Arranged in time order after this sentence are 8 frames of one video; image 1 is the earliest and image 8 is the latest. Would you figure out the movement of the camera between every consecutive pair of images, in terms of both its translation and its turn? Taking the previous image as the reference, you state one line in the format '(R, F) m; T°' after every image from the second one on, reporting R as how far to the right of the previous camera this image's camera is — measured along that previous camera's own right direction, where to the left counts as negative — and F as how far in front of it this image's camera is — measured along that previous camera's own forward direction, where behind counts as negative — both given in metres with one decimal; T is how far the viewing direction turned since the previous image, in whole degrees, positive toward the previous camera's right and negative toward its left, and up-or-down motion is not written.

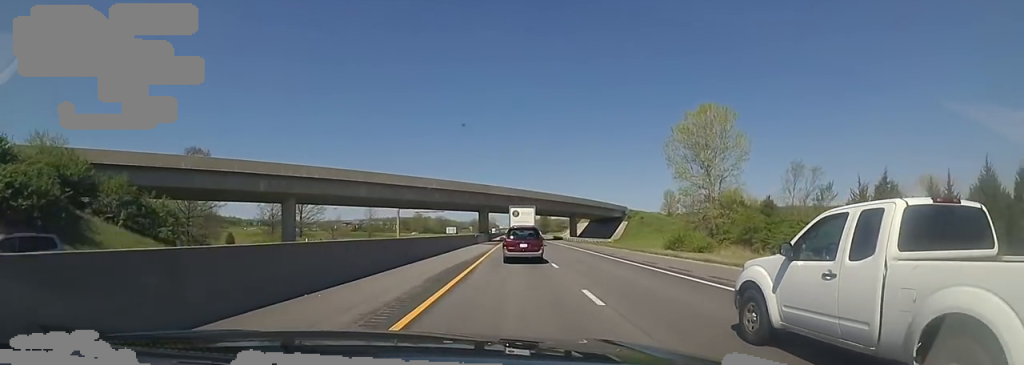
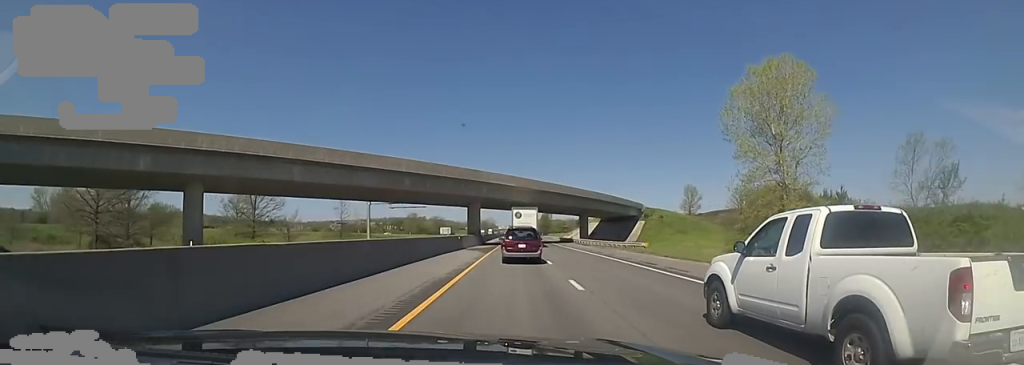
(0.0, +17.1) m; 0°
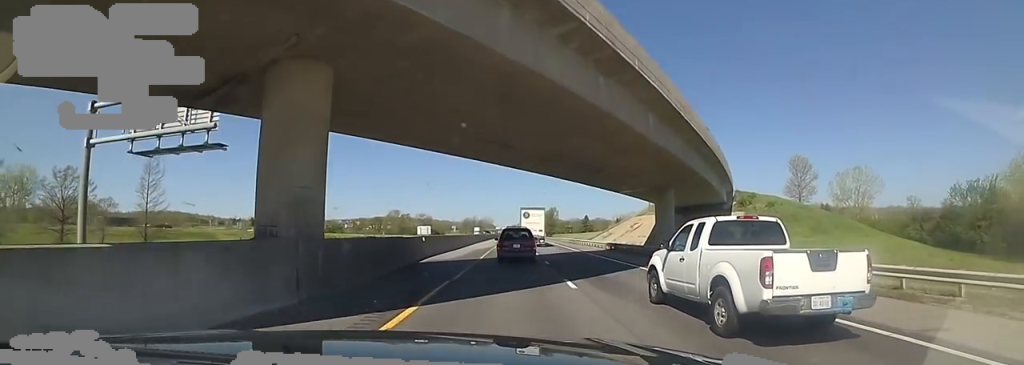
(0.0, +48.6) m; 0°
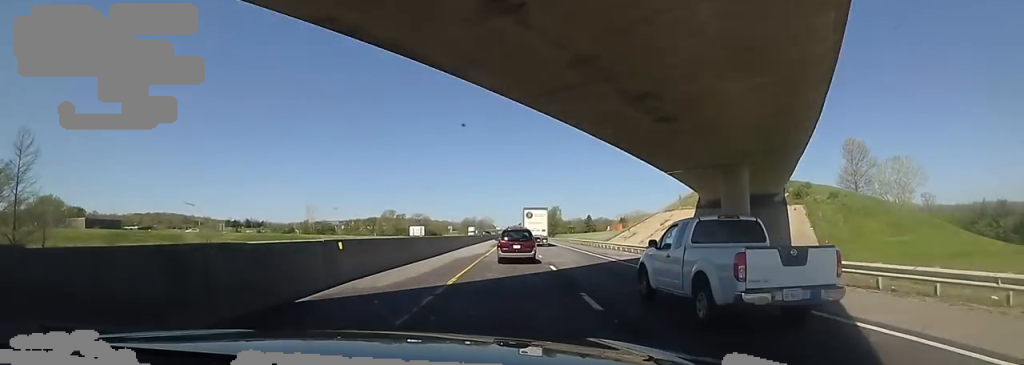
(+0.1, +13.2) m; -1°
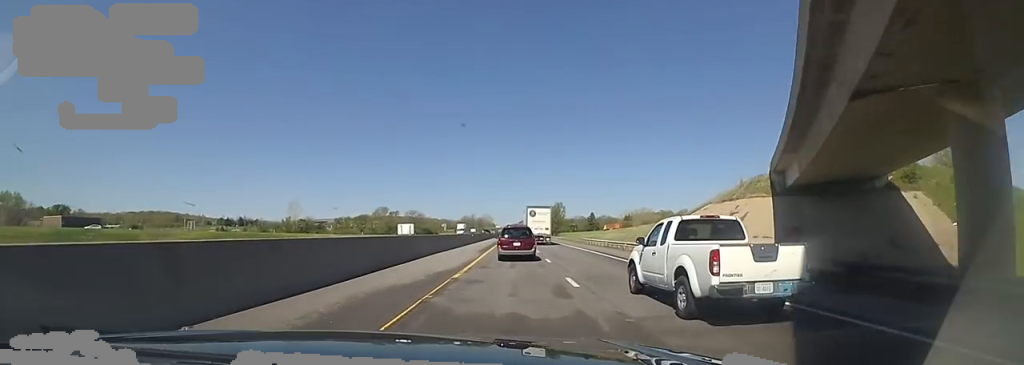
(+0.2, +16.2) m; -1°
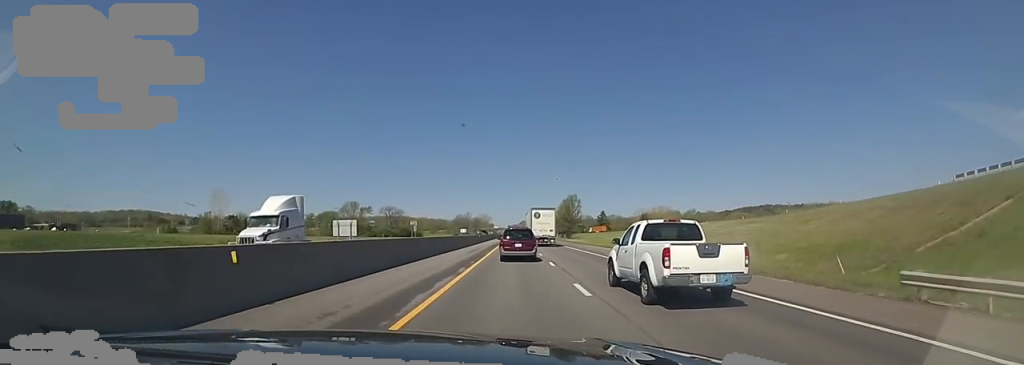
(-0.3, +50.3) m; +2°
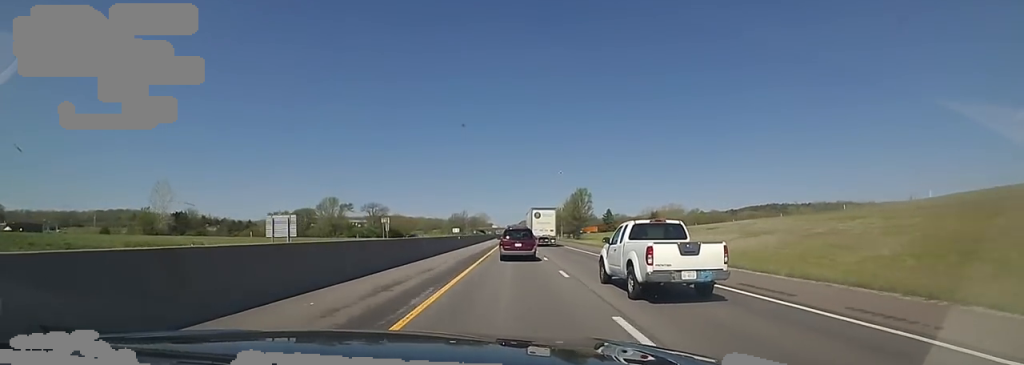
(+0.4, +24.8) m; +1°
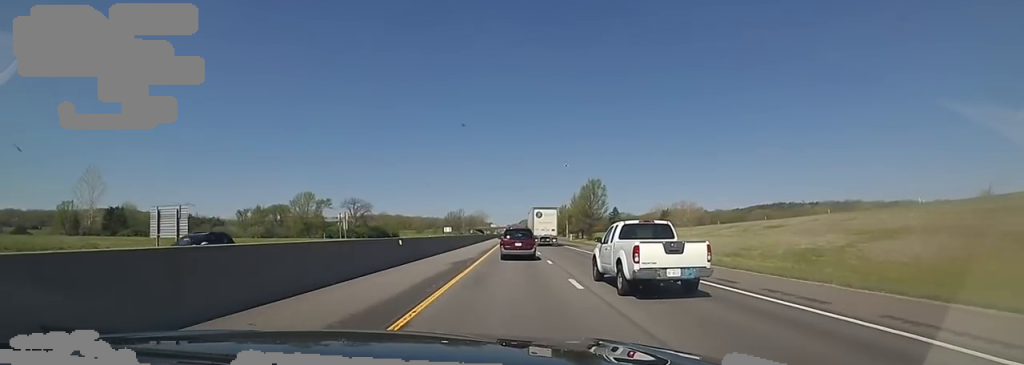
(0.0, +22.8) m; 0°
